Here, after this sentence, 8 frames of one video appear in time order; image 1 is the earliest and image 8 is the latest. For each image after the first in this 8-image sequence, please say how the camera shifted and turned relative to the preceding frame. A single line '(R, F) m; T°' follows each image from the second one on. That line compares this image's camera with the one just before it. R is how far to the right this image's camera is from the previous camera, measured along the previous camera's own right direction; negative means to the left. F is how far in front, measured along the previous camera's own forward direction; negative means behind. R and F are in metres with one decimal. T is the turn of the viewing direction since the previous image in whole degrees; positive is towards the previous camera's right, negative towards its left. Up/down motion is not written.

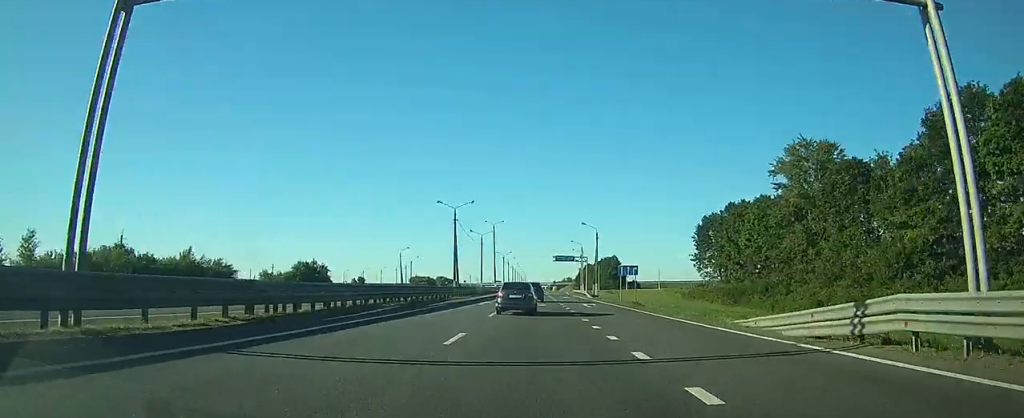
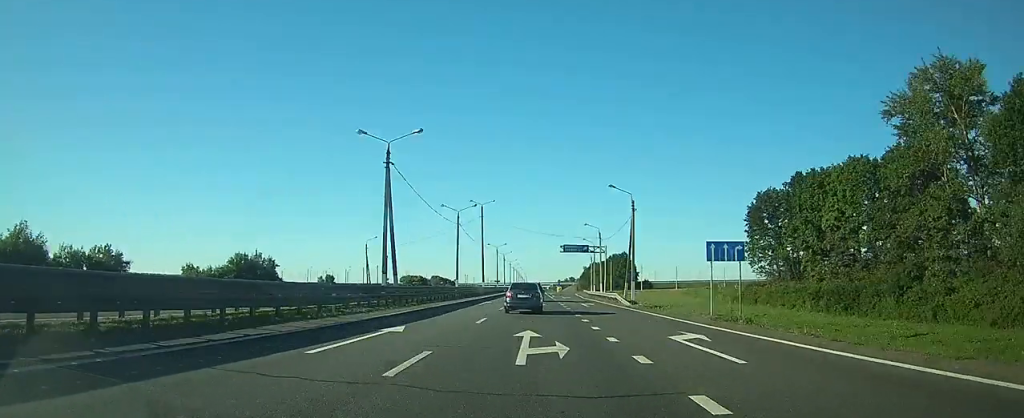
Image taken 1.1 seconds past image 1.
(0.0, +28.4) m; 0°
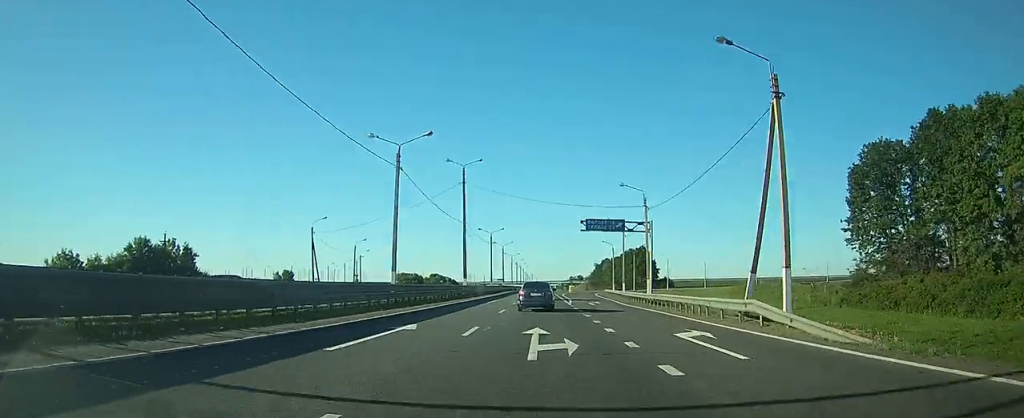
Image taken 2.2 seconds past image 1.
(-0.1, +29.3) m; 0°
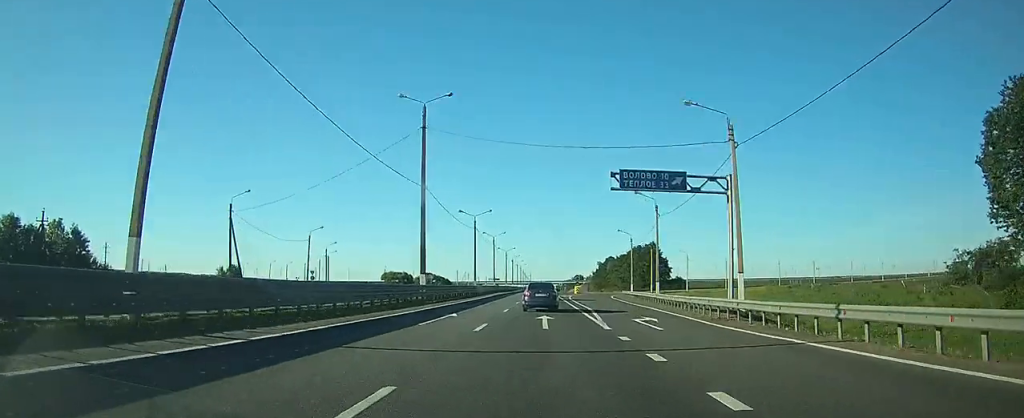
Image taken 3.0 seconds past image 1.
(-0.1, +22.2) m; 0°
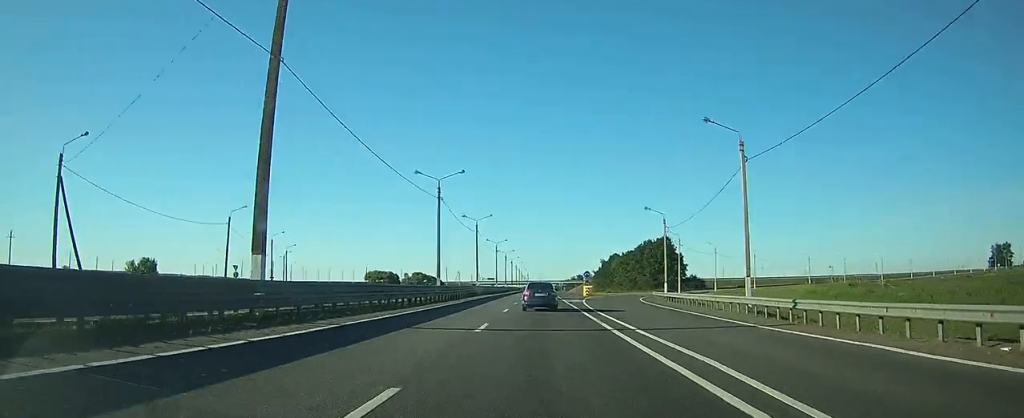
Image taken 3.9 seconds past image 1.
(-0.1, +23.9) m; 0°
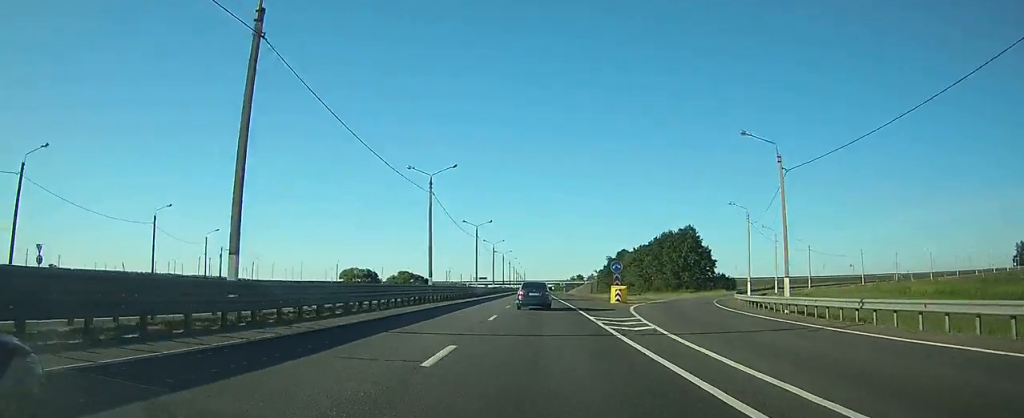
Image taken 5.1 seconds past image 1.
(0.0, +31.1) m; 0°
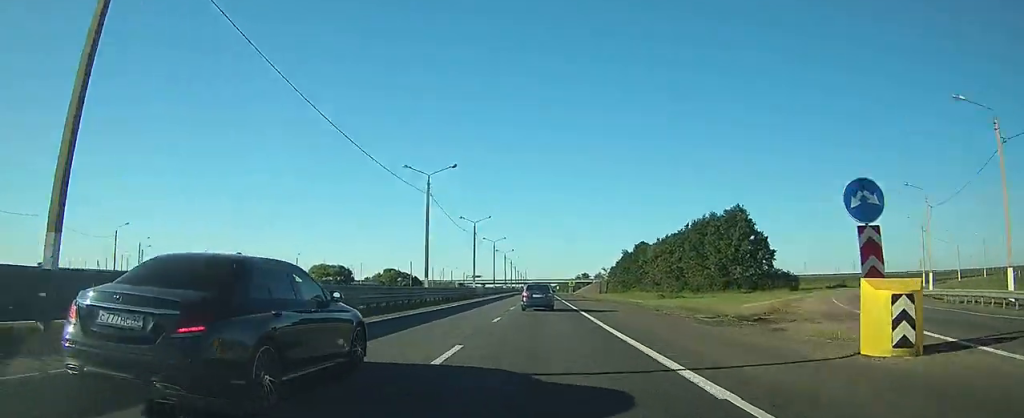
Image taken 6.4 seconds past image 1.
(0.0, +35.6) m; 0°
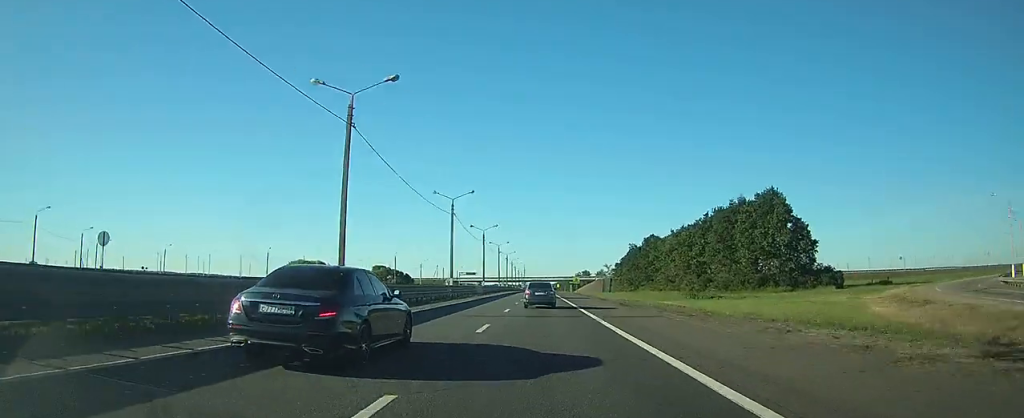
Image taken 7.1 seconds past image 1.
(0.0, +17.8) m; 0°
